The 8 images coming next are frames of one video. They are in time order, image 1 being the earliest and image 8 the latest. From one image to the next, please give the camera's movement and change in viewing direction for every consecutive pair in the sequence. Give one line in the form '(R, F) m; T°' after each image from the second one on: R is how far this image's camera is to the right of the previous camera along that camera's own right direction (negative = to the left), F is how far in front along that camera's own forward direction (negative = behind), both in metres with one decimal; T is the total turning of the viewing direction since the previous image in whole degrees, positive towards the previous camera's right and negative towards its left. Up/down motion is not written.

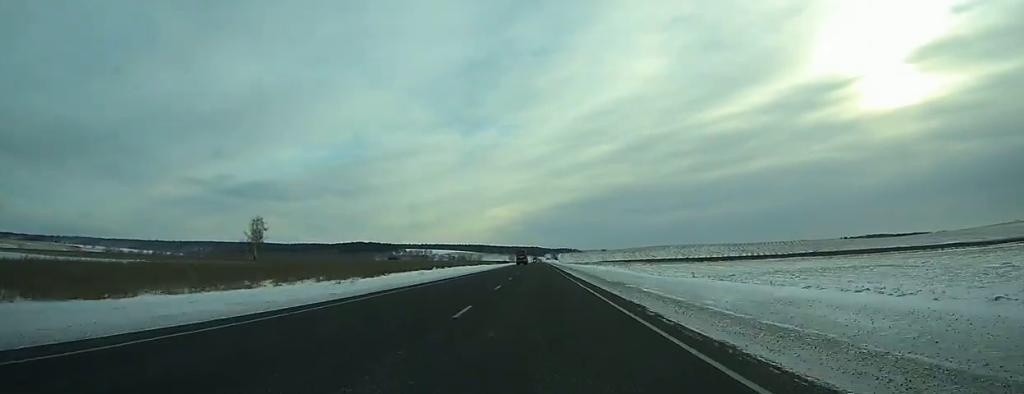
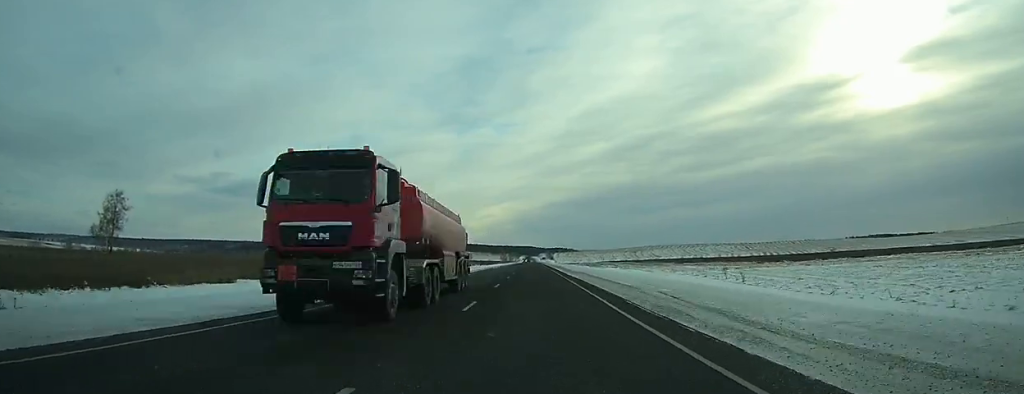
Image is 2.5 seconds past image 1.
(0.0, +72.1) m; 0°
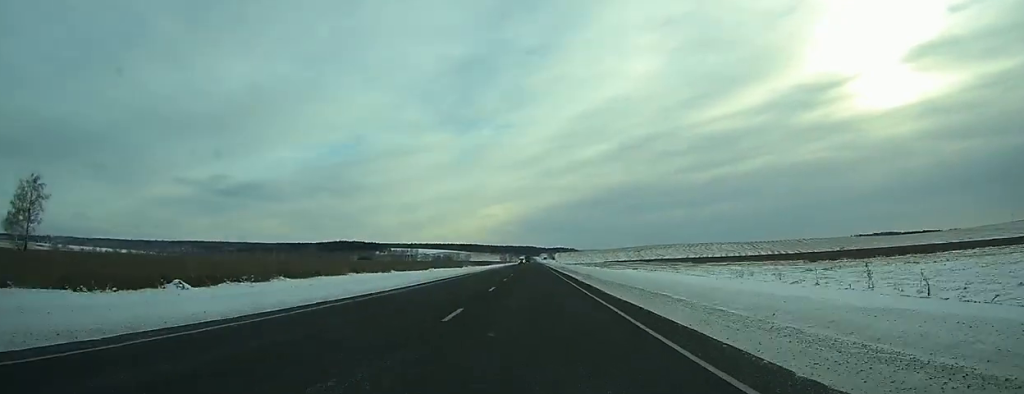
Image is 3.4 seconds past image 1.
(+0.1, +27.8) m; 0°
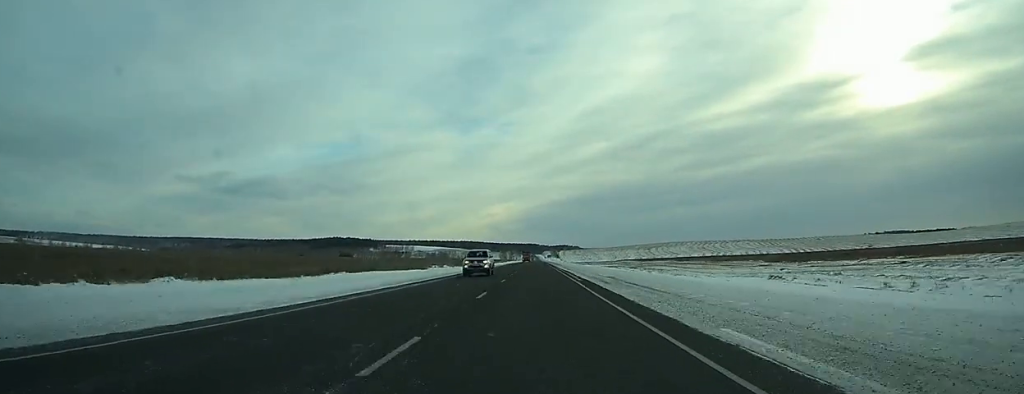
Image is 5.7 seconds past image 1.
(+0.2, +69.0) m; 0°
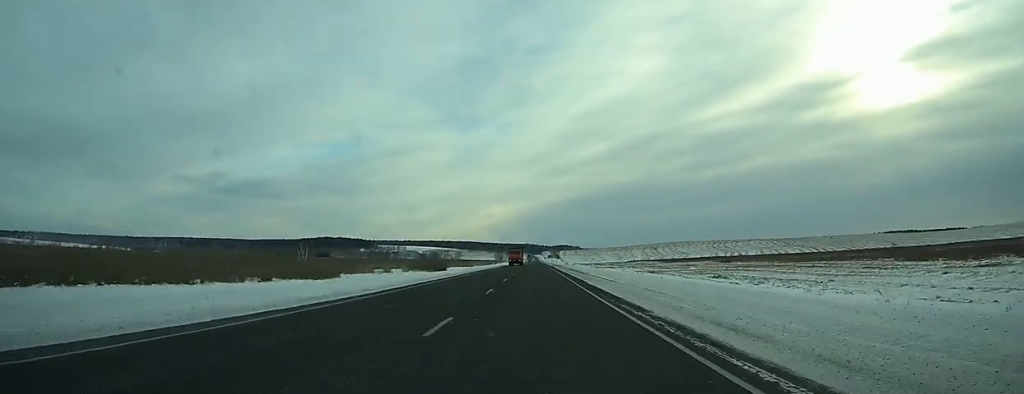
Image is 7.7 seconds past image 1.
(0.0, +55.1) m; 0°
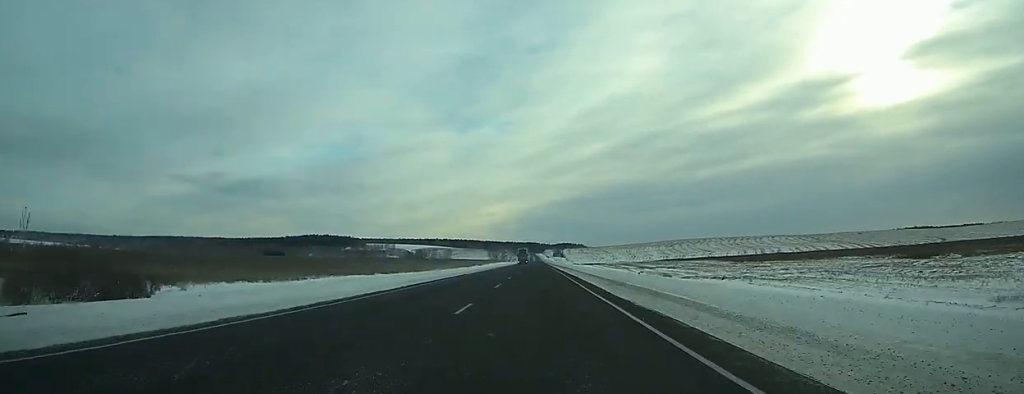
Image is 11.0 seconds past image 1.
(+0.1, +86.4) m; 0°
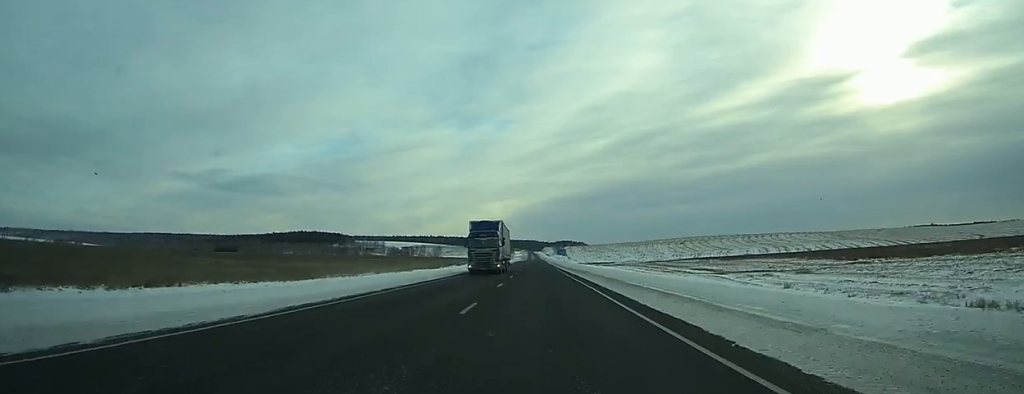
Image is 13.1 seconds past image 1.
(0.0, +57.5) m; 0°
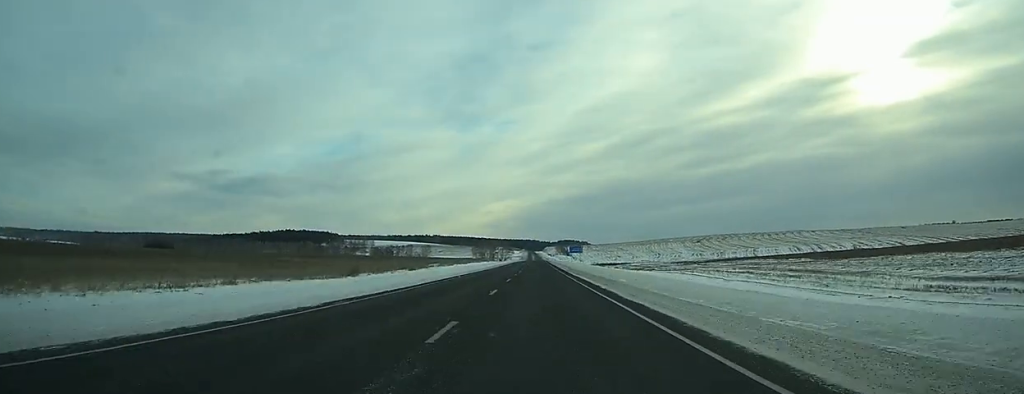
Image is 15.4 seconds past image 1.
(0.0, +62.2) m; 0°
